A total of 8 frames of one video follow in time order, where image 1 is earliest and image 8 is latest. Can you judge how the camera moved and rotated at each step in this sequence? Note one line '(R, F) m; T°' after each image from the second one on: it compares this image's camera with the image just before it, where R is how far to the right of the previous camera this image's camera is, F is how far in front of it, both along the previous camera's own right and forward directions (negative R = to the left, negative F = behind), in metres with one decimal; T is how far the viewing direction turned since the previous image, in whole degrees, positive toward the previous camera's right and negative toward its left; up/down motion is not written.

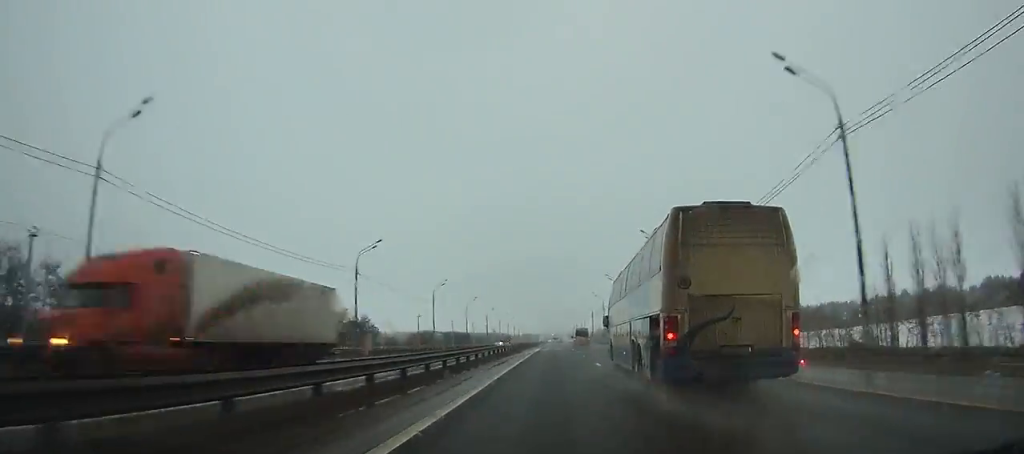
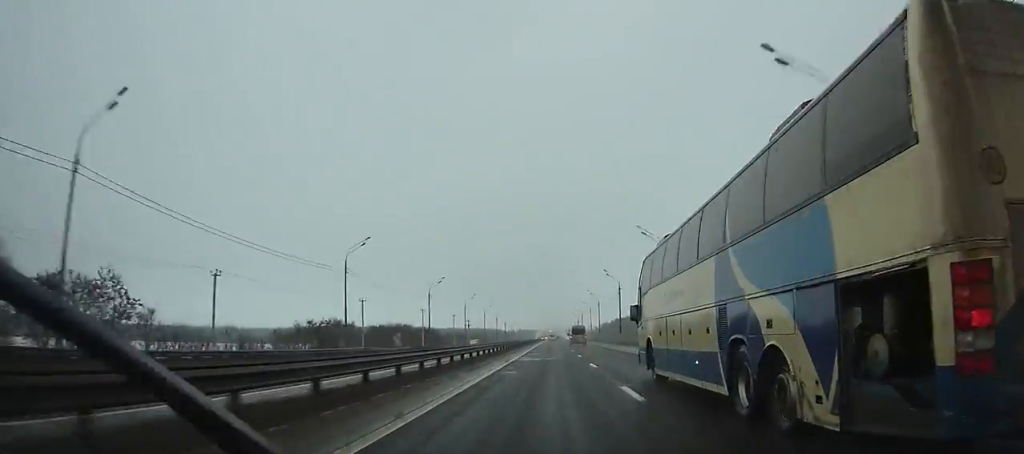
(0.0, +72.6) m; 0°
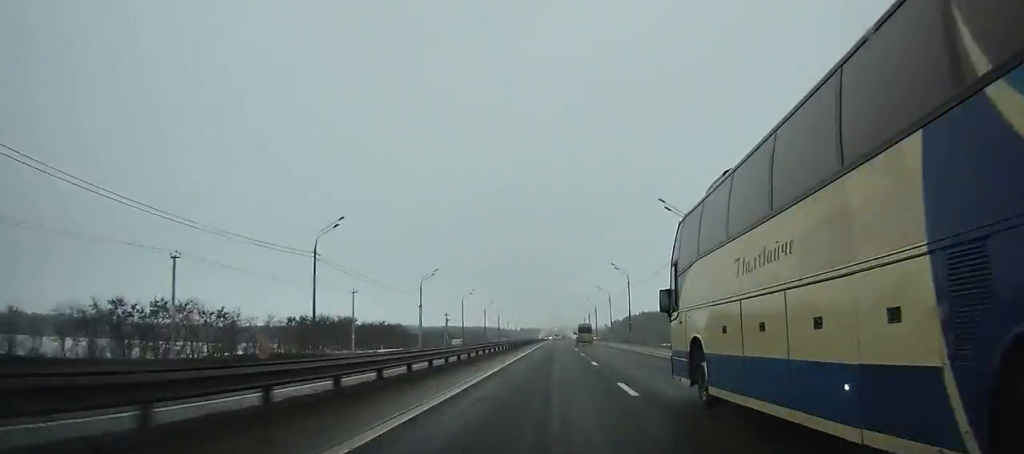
(-0.1, +45.7) m; 0°
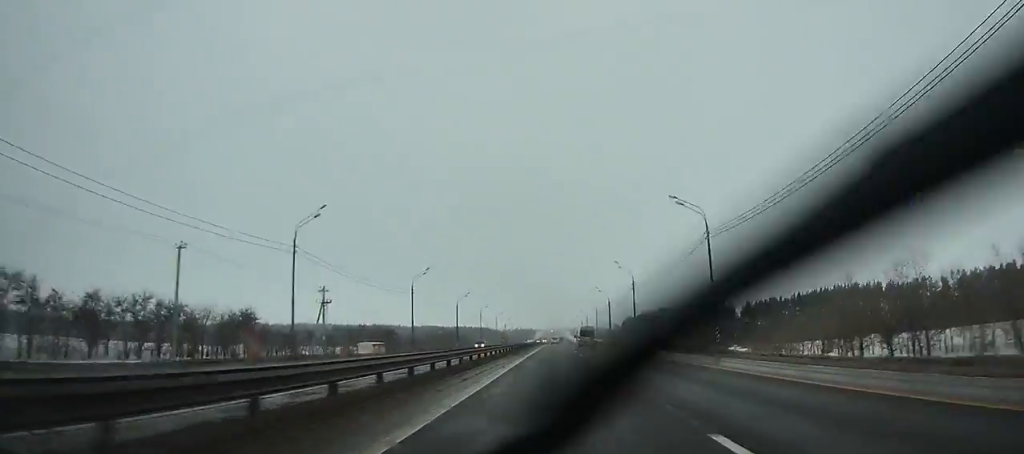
(0.0, +77.1) m; 0°
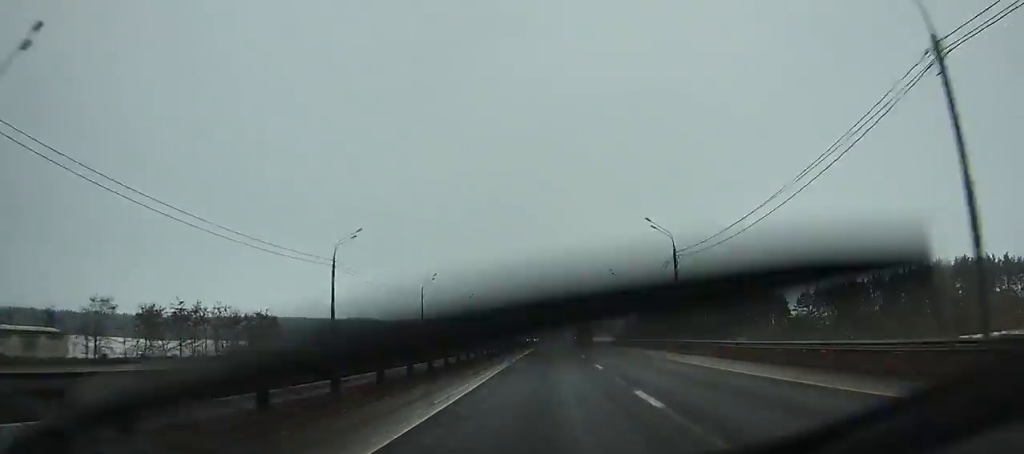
(+0.1, +65.3) m; 0°
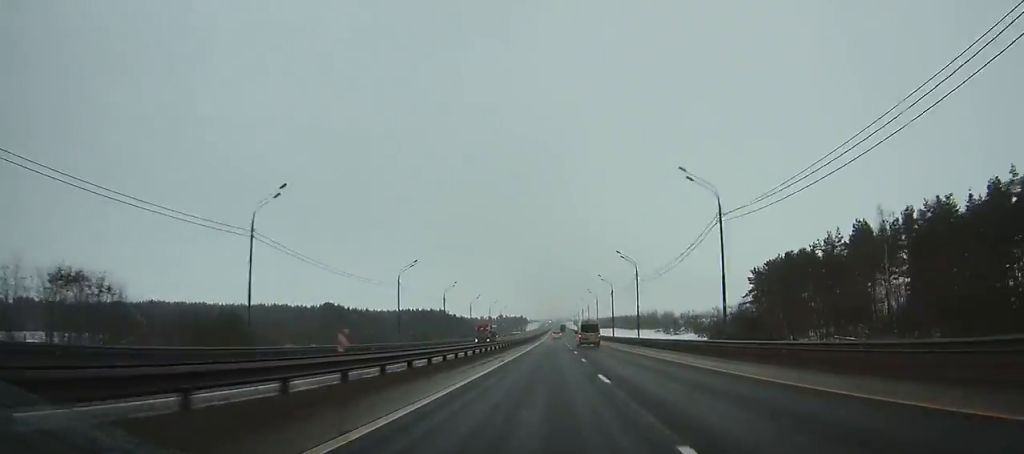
(+0.1, +163.4) m; 0°
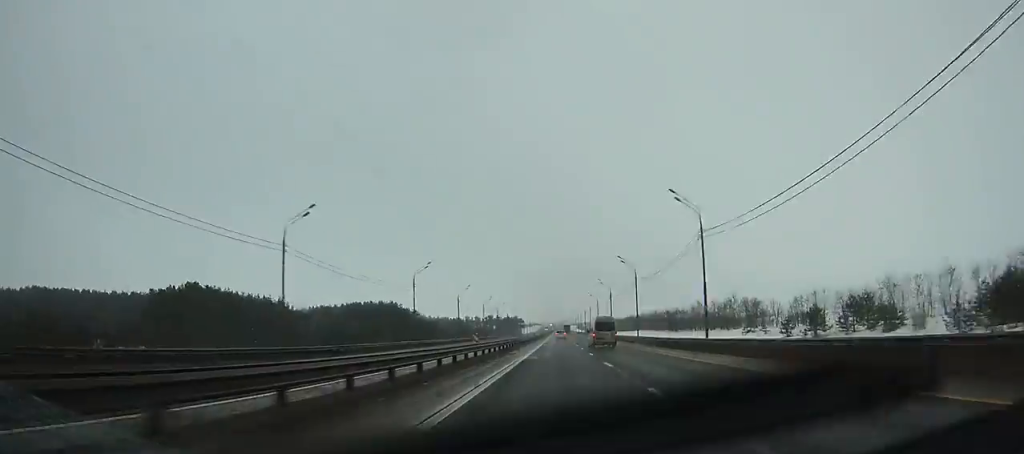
(-0.2, +98.4) m; 0°
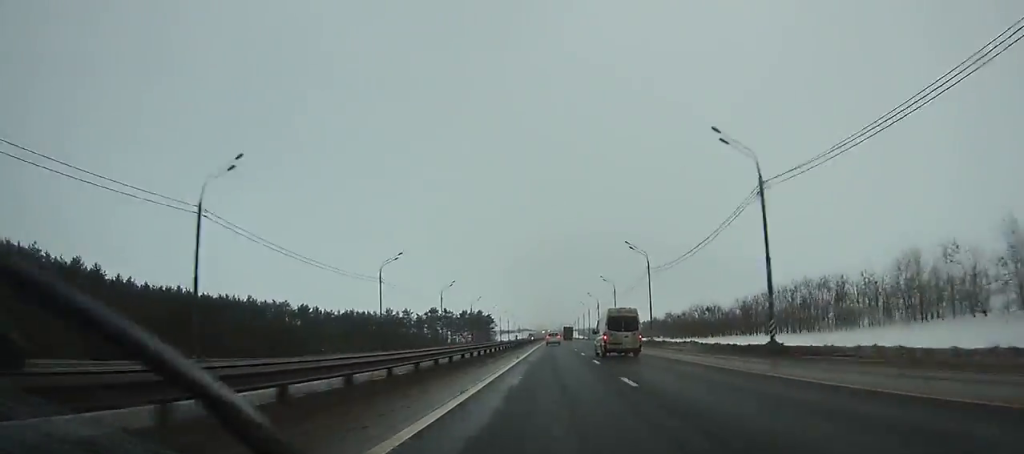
(+0.1, +192.8) m; 0°
